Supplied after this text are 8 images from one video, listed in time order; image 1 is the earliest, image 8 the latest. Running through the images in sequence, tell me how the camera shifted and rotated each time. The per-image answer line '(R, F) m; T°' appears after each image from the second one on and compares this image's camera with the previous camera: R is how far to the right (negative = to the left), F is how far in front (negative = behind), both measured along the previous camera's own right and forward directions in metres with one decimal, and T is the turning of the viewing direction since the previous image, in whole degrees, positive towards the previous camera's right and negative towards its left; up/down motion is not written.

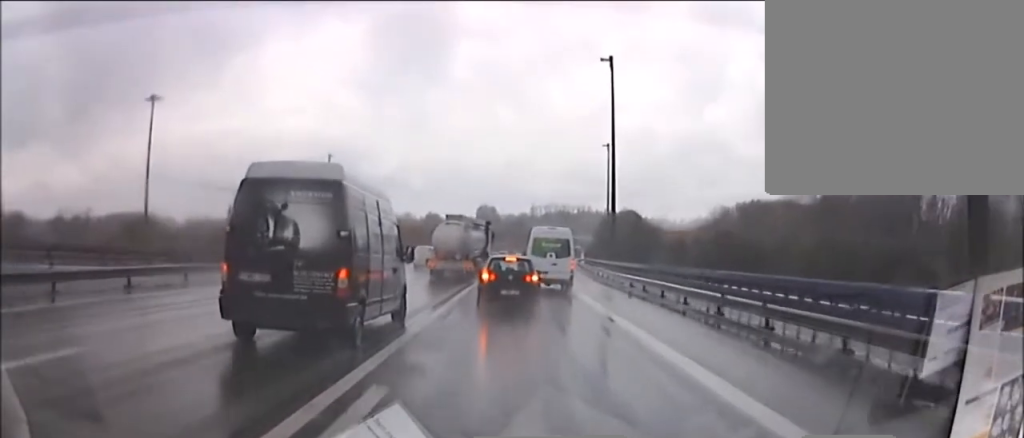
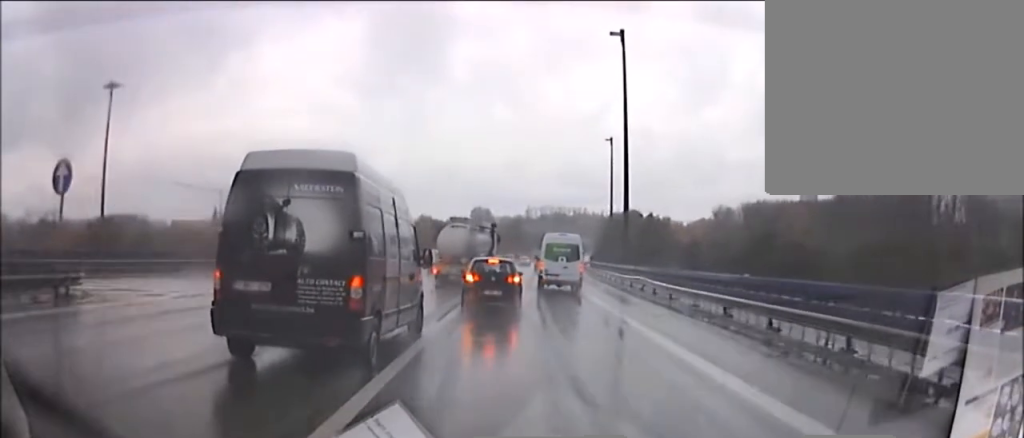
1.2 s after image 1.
(+0.1, +15.0) m; 0°
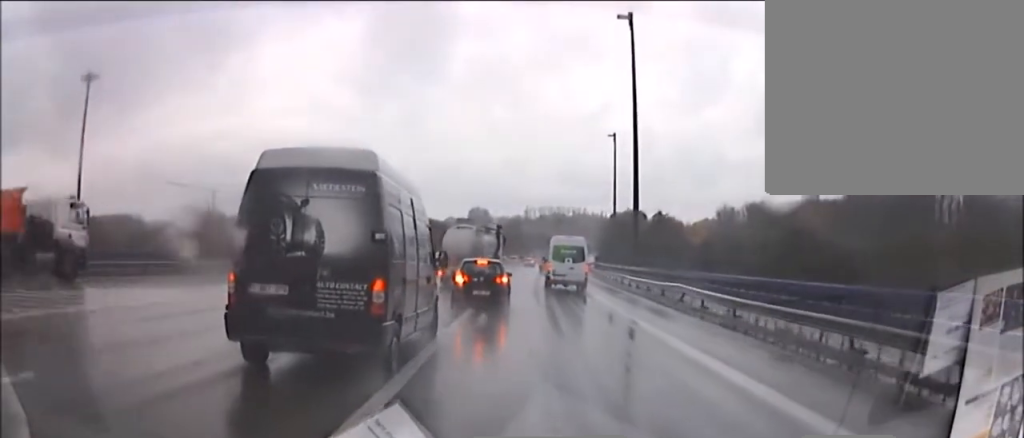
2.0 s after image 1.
(0.0, +8.8) m; 0°
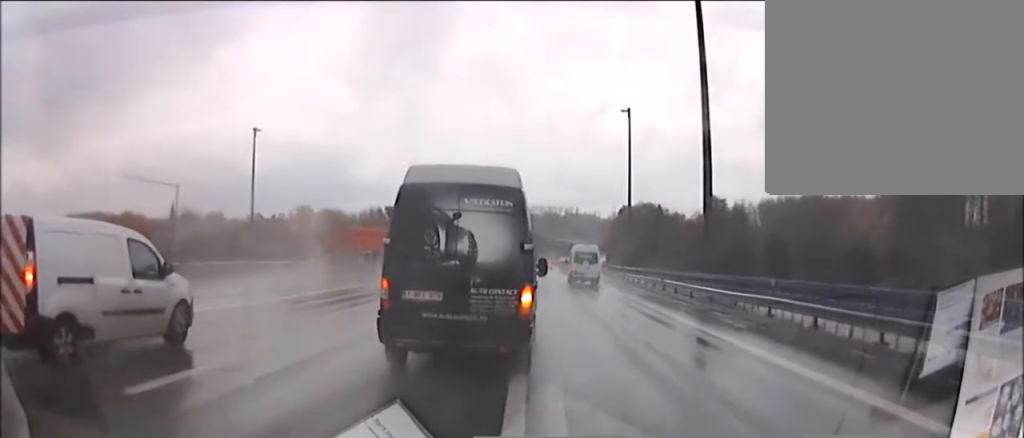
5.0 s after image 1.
(+0.1, +34.2) m; +1°
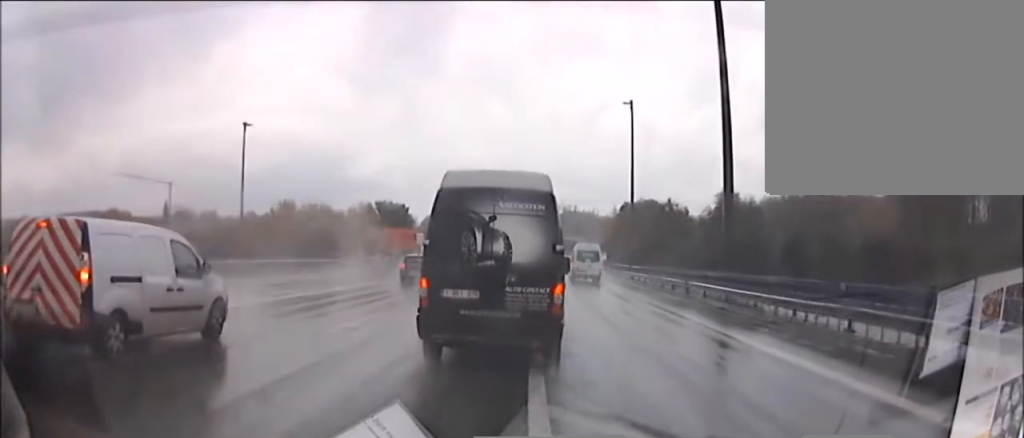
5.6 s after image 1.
(0.0, +6.5) m; +1°
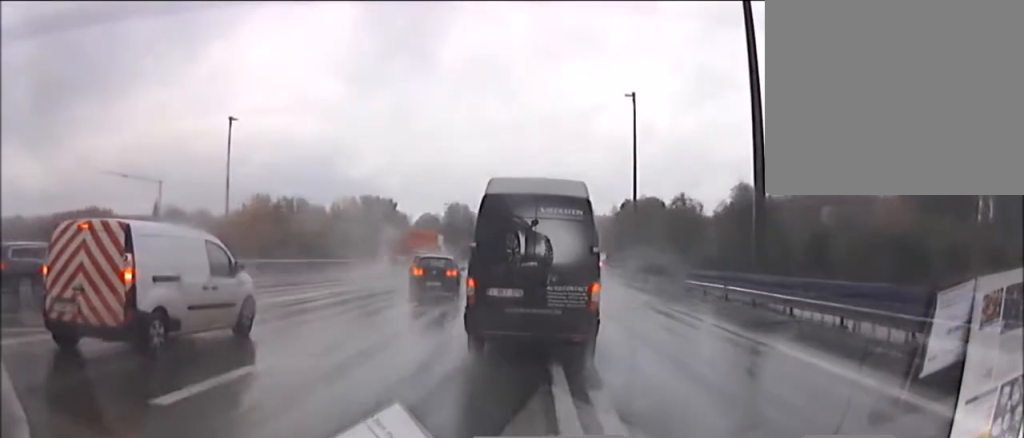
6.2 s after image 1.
(+0.1, +6.6) m; +1°
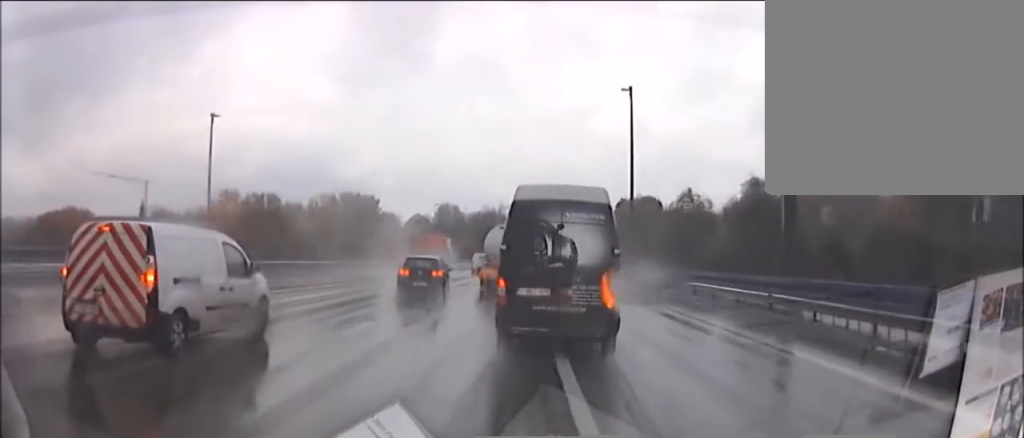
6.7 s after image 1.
(0.0, +5.9) m; 0°
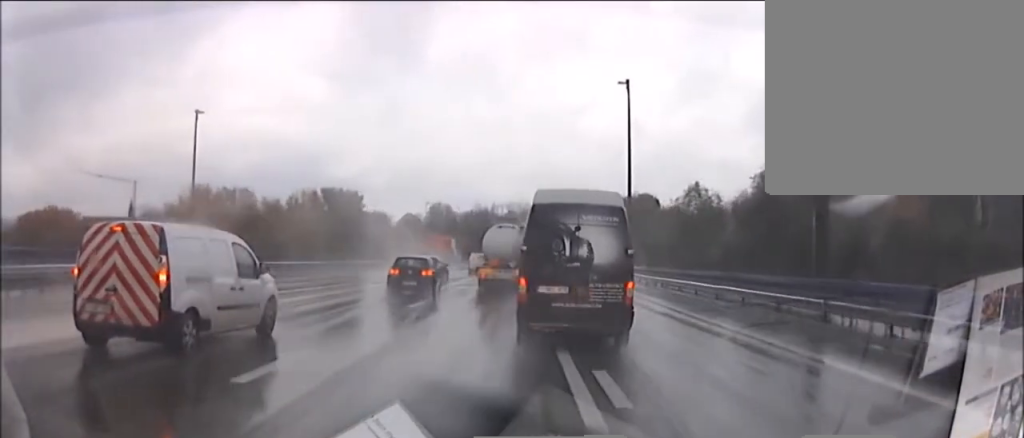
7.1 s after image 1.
(0.0, +5.2) m; 0°
